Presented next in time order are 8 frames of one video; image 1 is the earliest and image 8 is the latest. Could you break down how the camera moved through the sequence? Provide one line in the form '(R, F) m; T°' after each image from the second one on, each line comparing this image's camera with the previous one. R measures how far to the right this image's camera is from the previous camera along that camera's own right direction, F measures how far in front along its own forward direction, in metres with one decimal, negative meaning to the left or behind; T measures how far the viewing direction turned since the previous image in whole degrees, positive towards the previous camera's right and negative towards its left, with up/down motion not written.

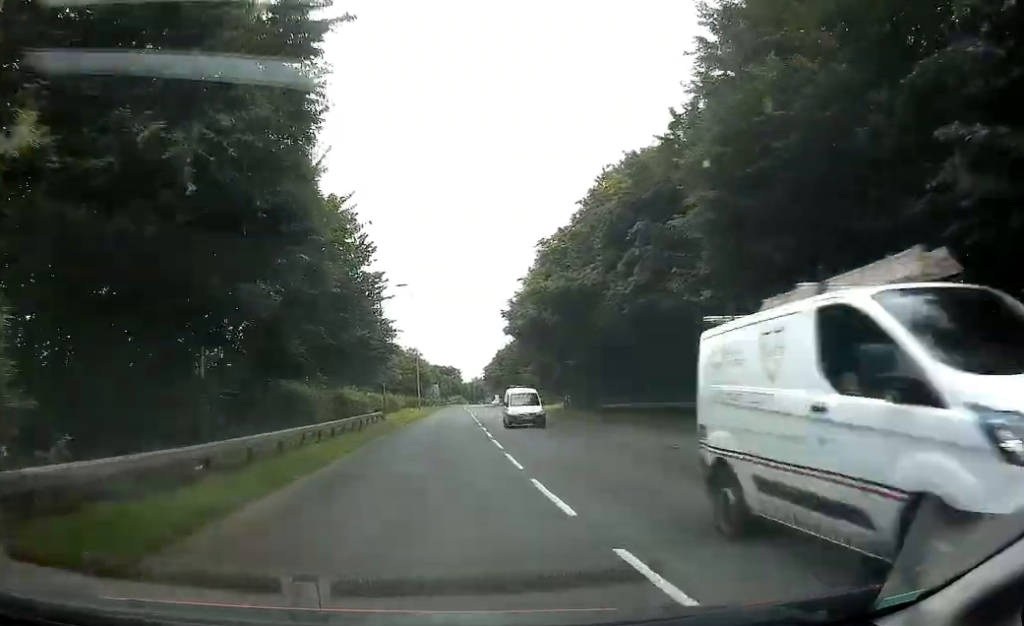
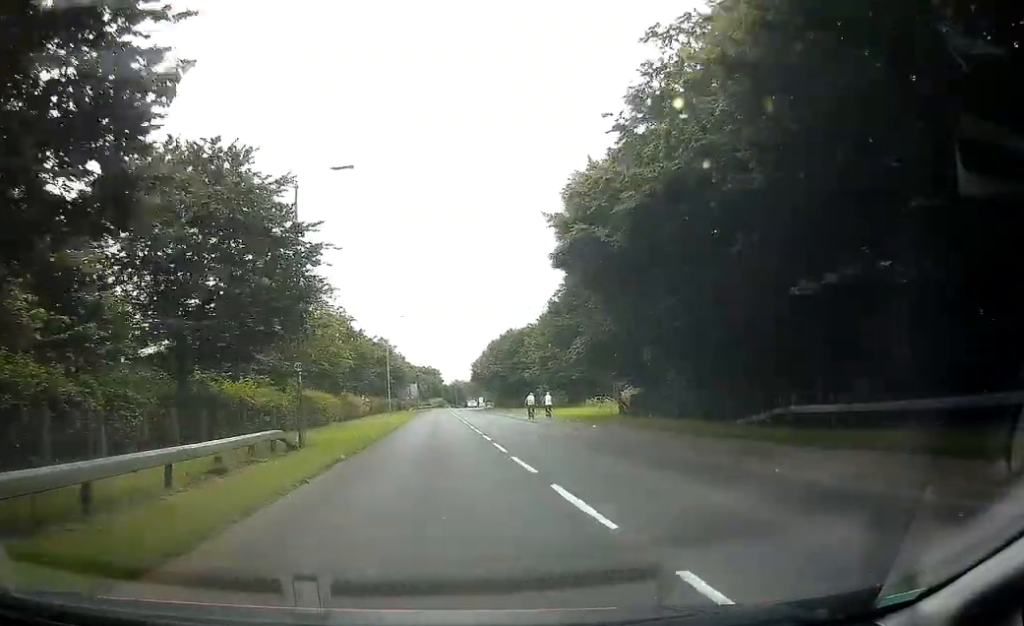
(+0.4, +23.5) m; +2°
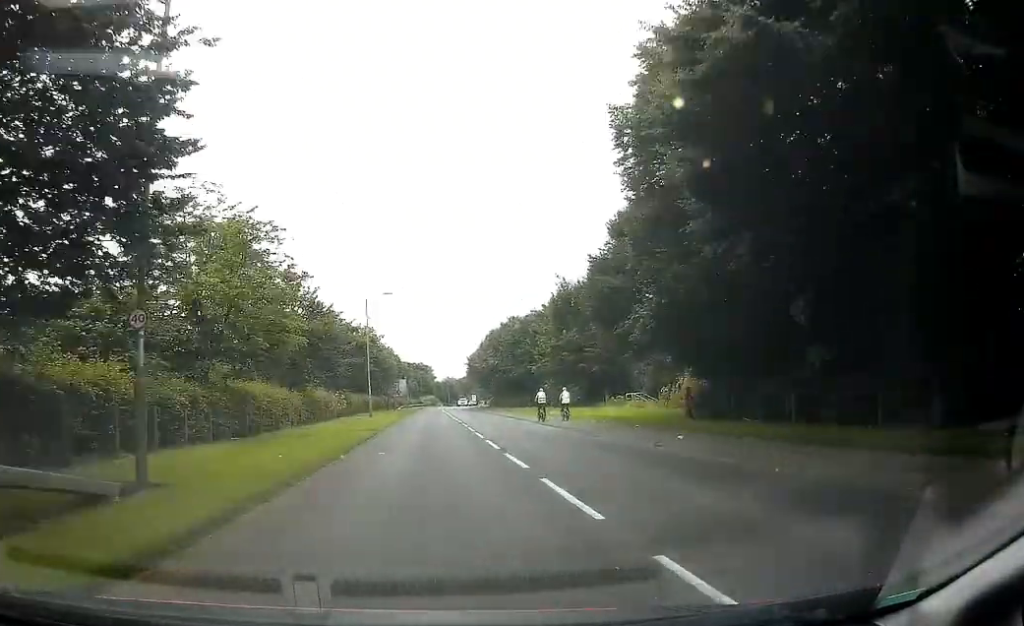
(+0.1, +11.2) m; +1°
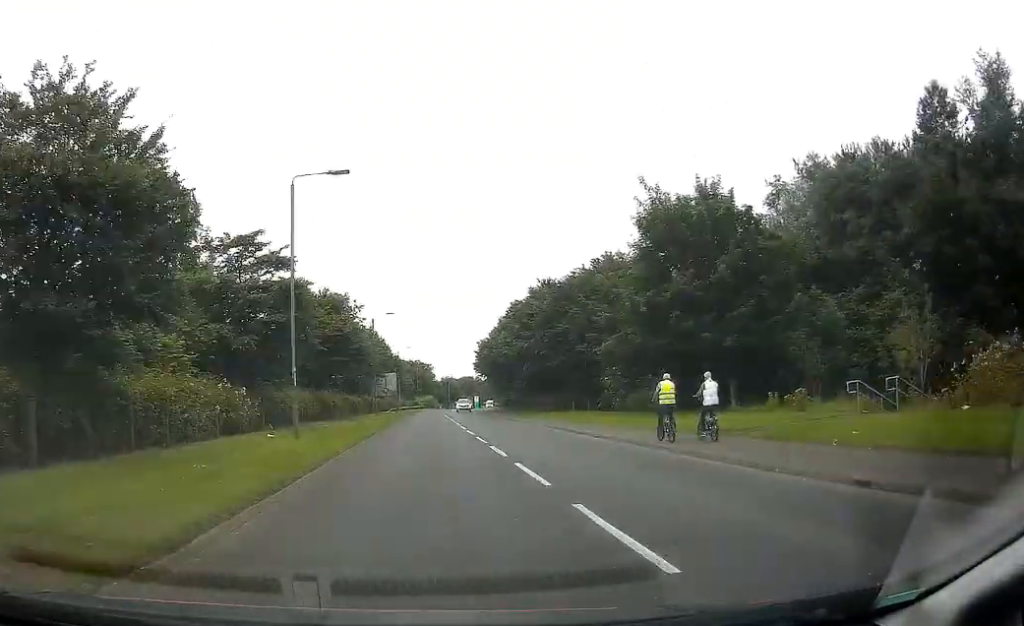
(+0.2, +24.1) m; 0°
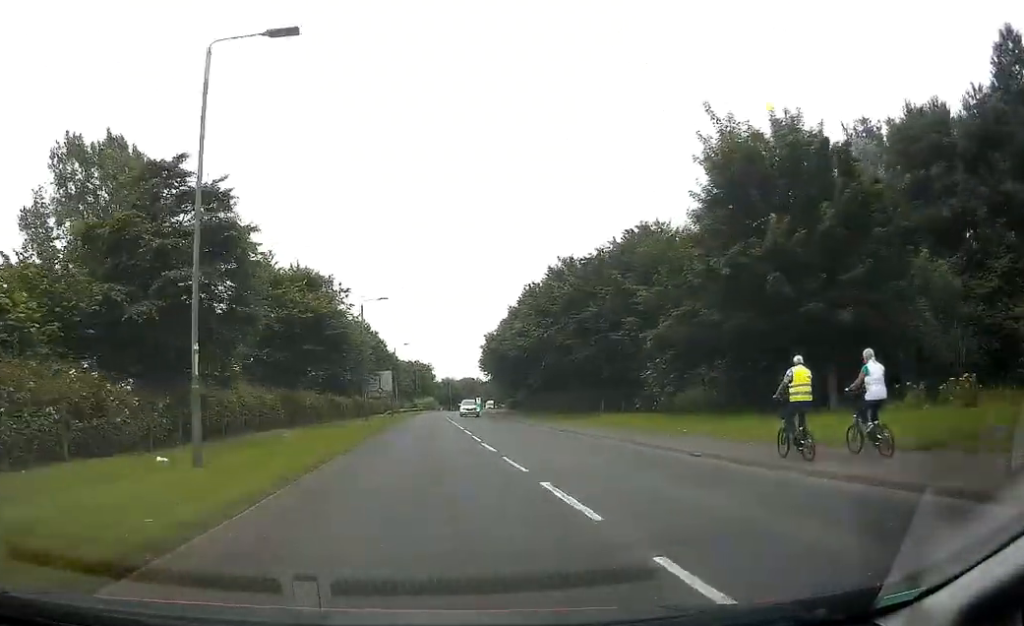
(-0.1, +8.8) m; -1°
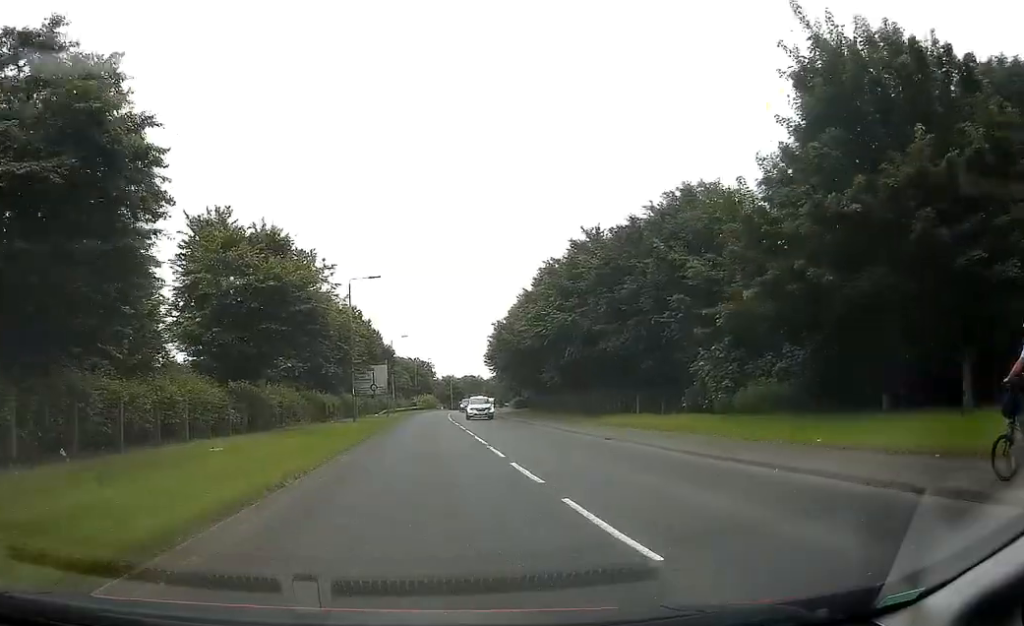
(0.0, +7.4) m; 0°
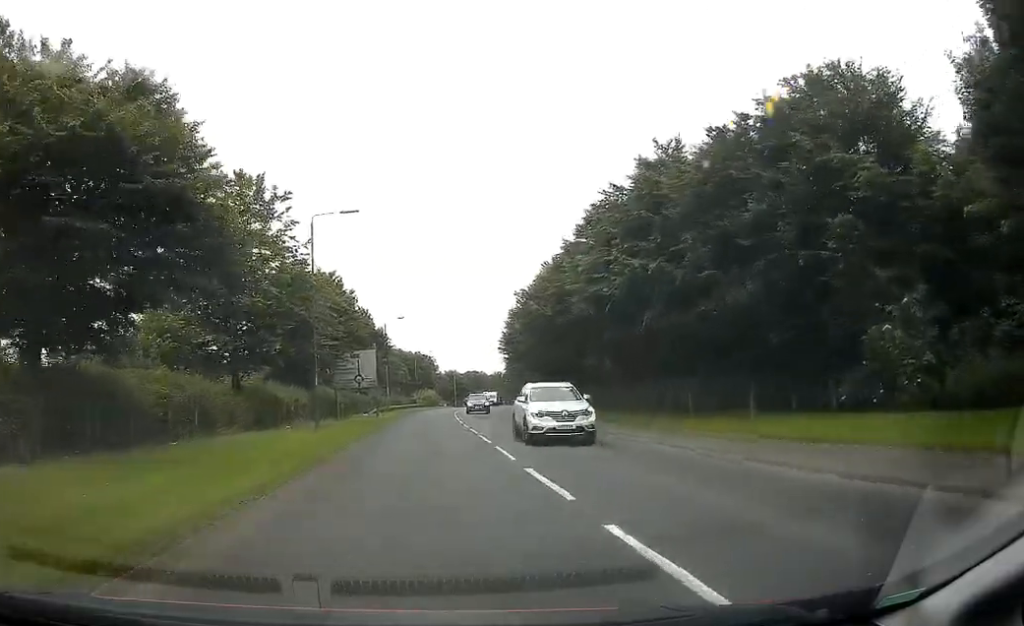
(-0.1, +12.9) m; 0°
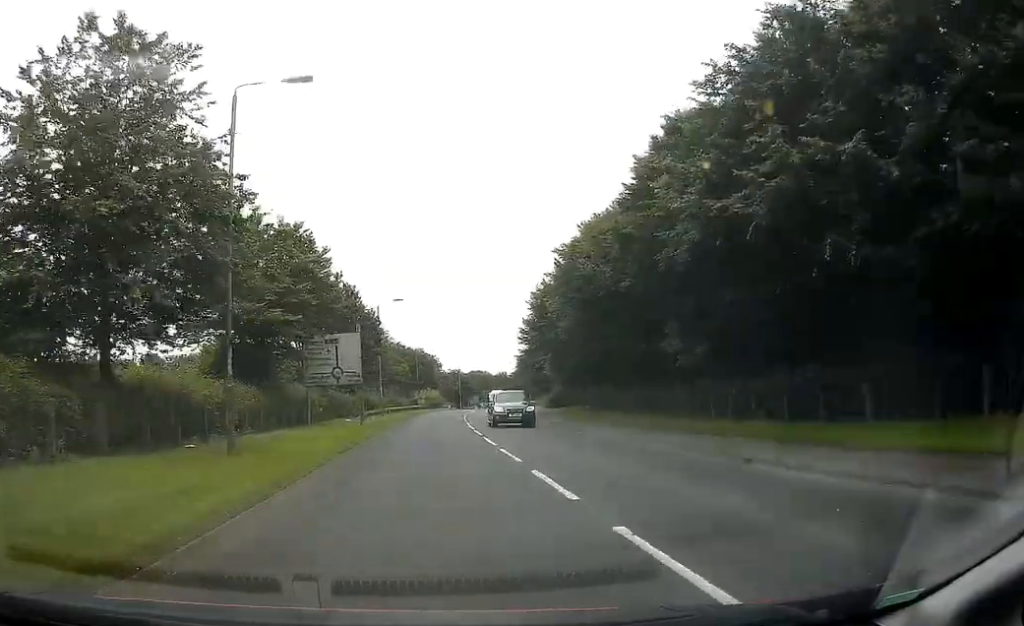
(0.0, +11.8) m; 0°
